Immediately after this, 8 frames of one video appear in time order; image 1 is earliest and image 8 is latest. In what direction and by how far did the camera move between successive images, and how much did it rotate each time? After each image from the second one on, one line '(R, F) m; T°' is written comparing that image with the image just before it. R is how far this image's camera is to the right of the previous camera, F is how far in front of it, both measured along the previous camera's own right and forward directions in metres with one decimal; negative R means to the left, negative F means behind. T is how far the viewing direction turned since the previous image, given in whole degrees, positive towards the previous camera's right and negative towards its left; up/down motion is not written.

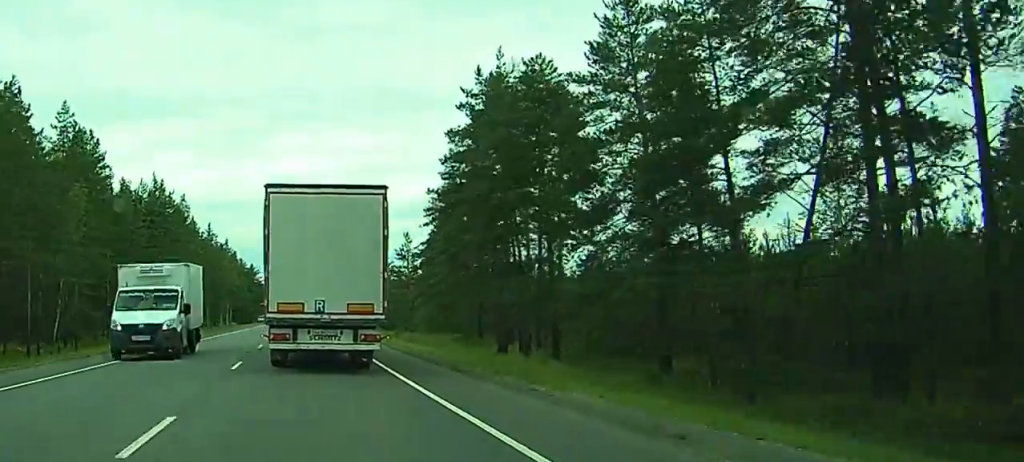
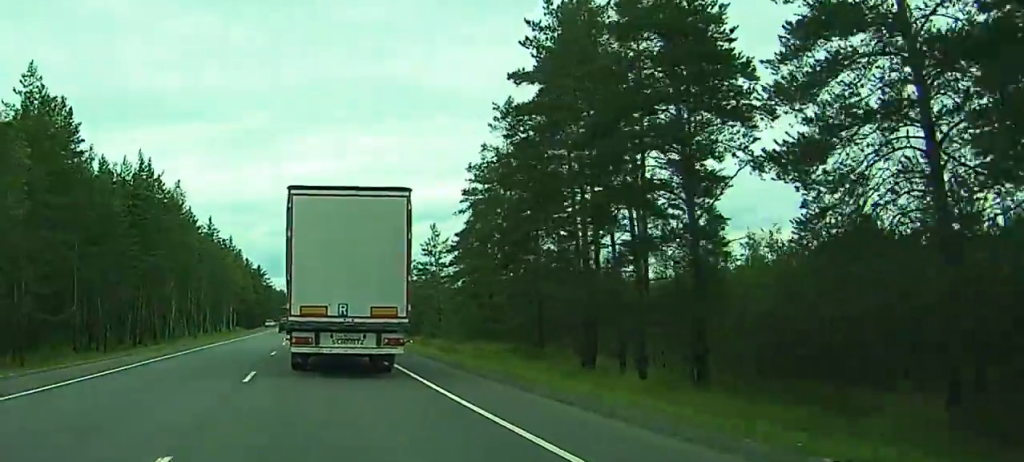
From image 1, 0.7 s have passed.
(+0.1, +17.7) m; 0°
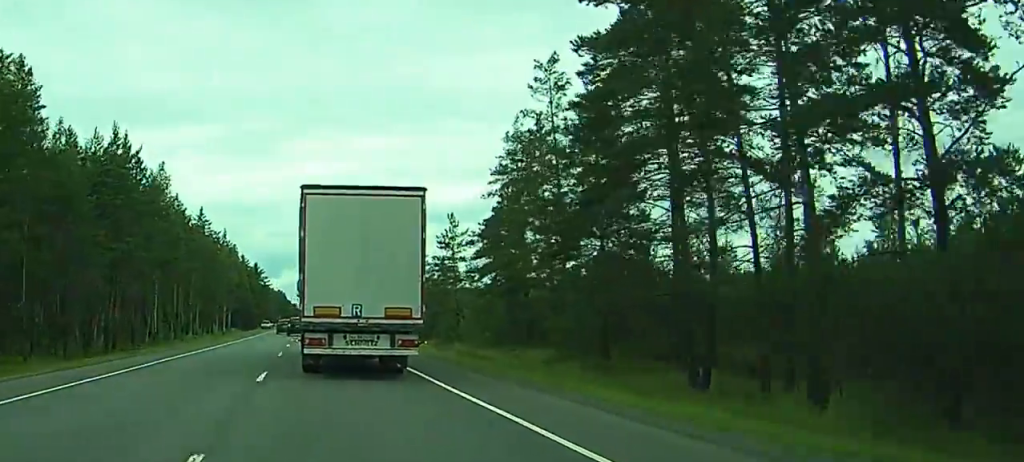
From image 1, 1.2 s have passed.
(0.0, +14.2) m; 0°
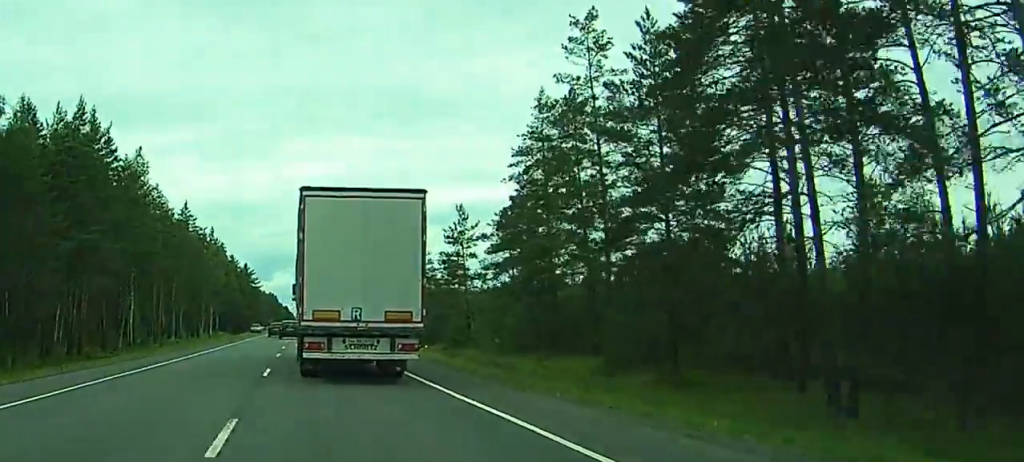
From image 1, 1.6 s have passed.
(0.0, +10.6) m; 0°
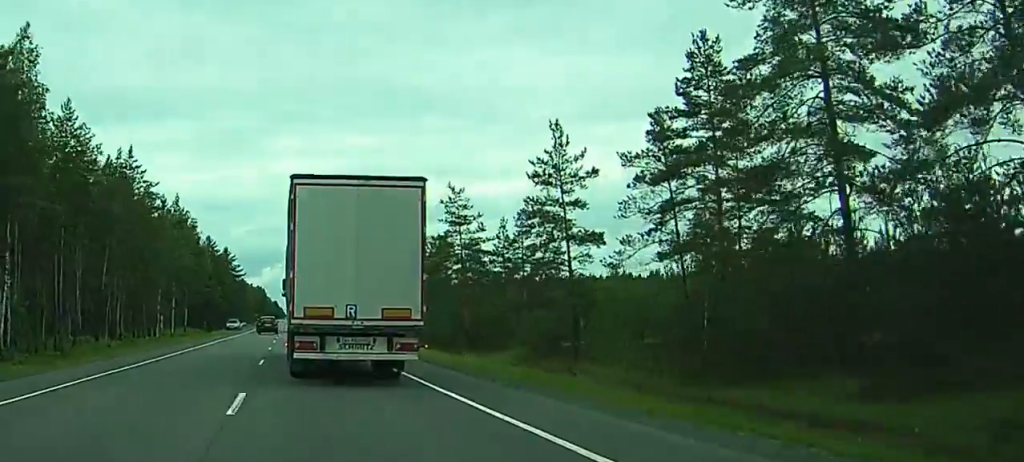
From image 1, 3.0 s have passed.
(-0.6, +37.2) m; -2°
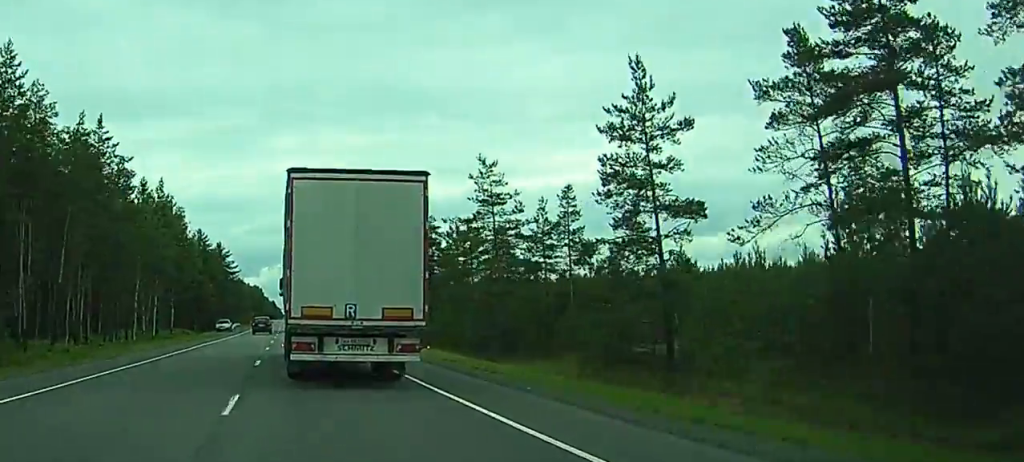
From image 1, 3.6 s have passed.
(-0.1, +13.4) m; 0°
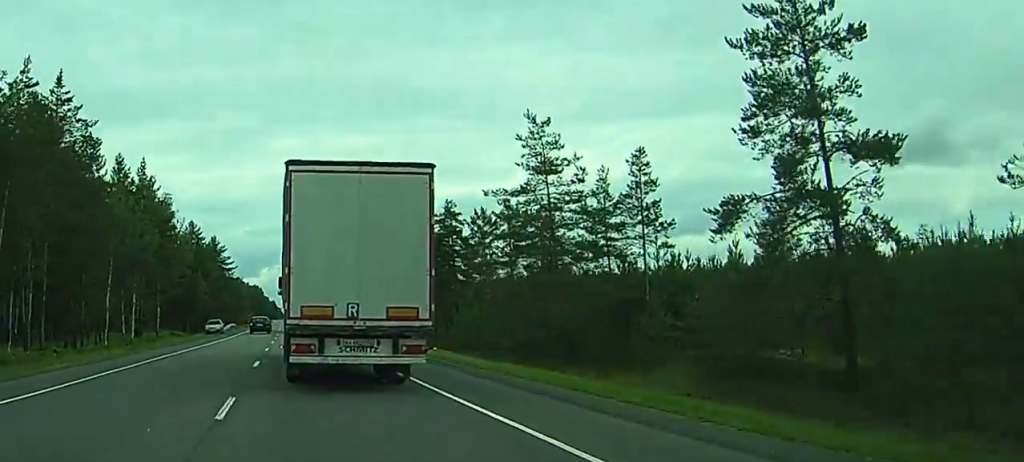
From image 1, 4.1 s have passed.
(0.0, +13.4) m; 0°
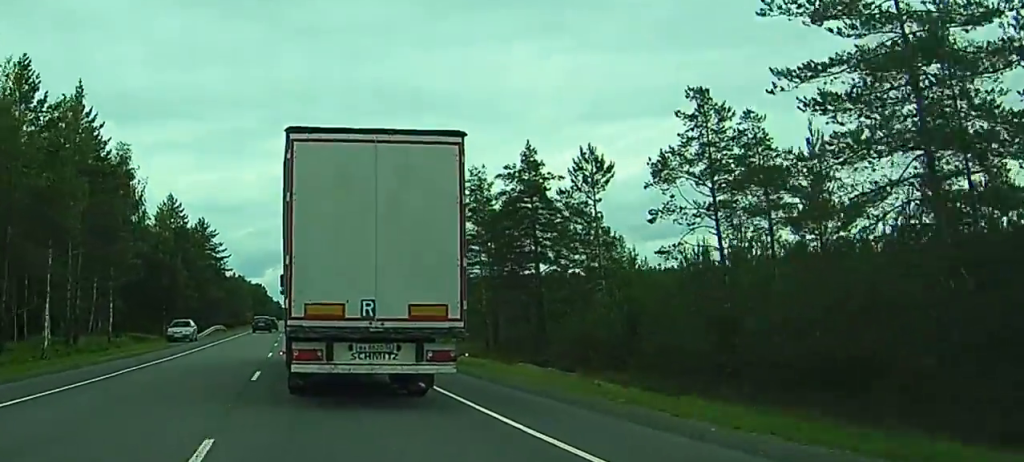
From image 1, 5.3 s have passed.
(-0.1, +30.1) m; -1°
